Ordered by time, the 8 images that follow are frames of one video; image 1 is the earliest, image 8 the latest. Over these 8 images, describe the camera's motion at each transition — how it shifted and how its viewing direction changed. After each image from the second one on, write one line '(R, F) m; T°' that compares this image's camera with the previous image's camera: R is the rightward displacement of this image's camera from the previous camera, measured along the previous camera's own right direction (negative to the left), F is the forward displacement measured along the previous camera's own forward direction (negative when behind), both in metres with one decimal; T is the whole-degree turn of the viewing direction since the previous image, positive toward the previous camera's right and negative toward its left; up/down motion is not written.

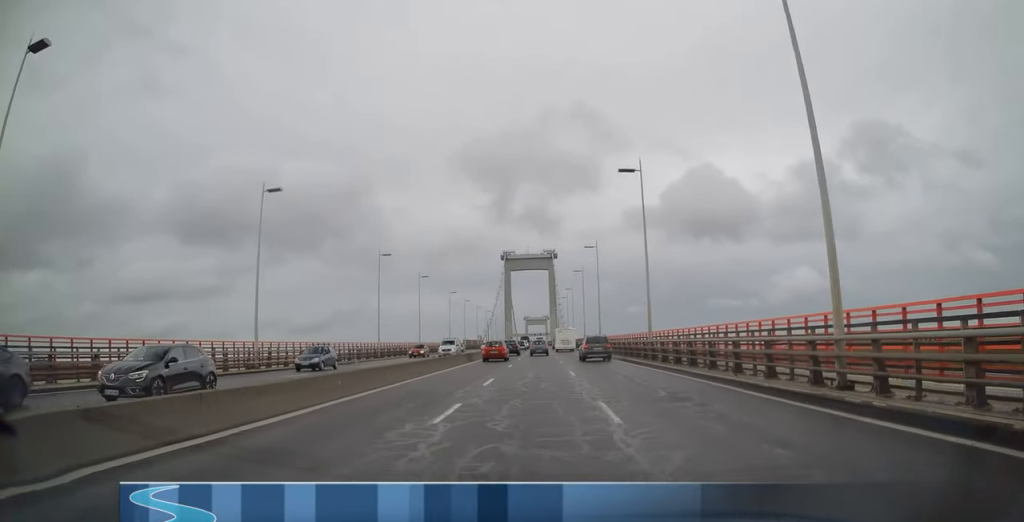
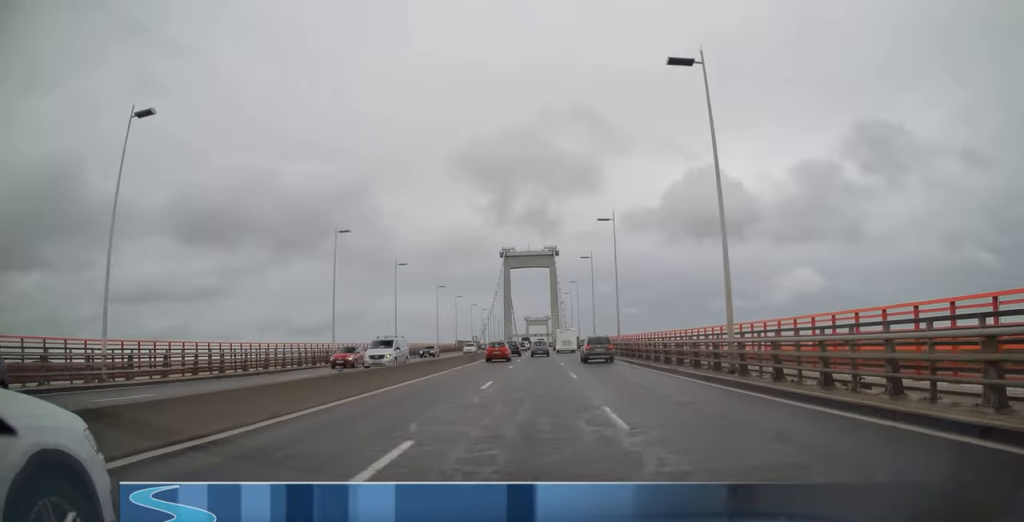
(0.0, +13.8) m; 0°
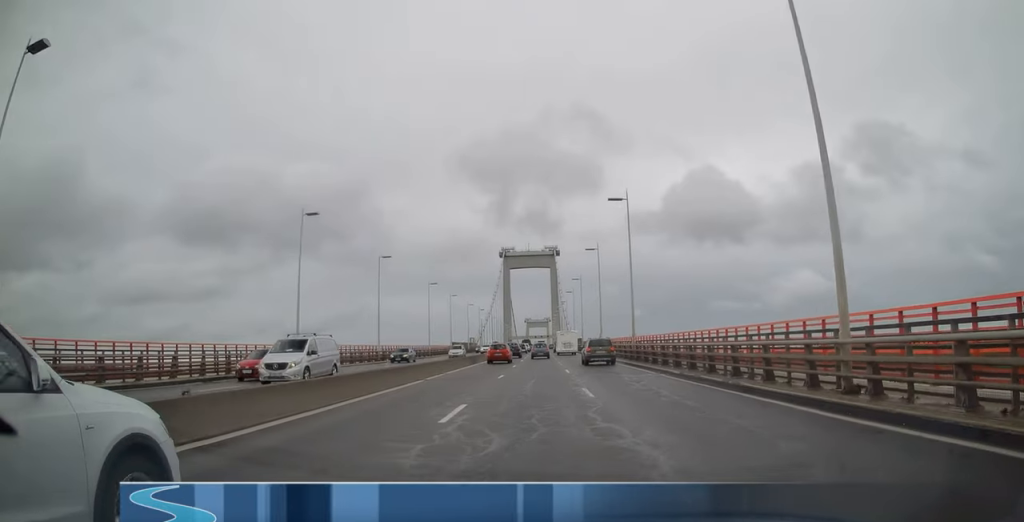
(0.0, +7.3) m; 0°
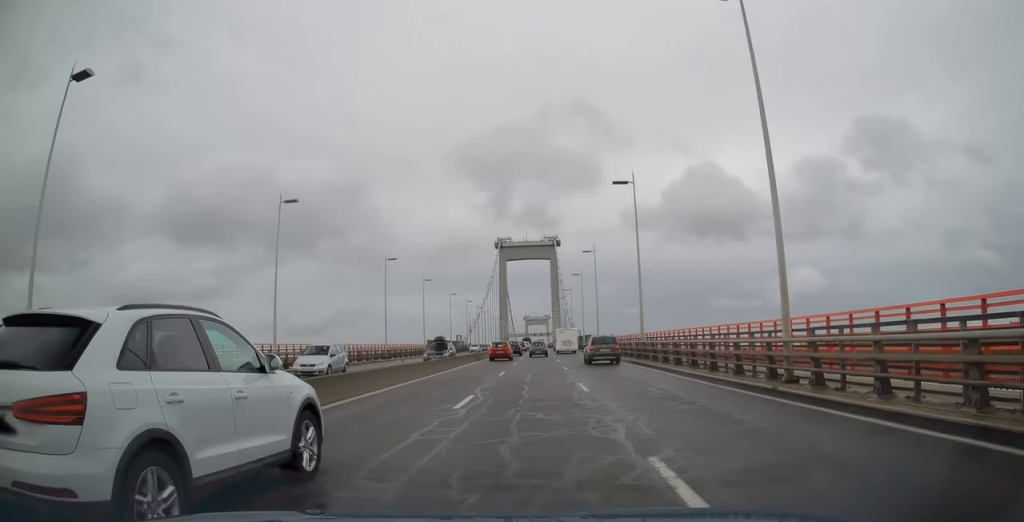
(+0.3, +24.3) m; +1°
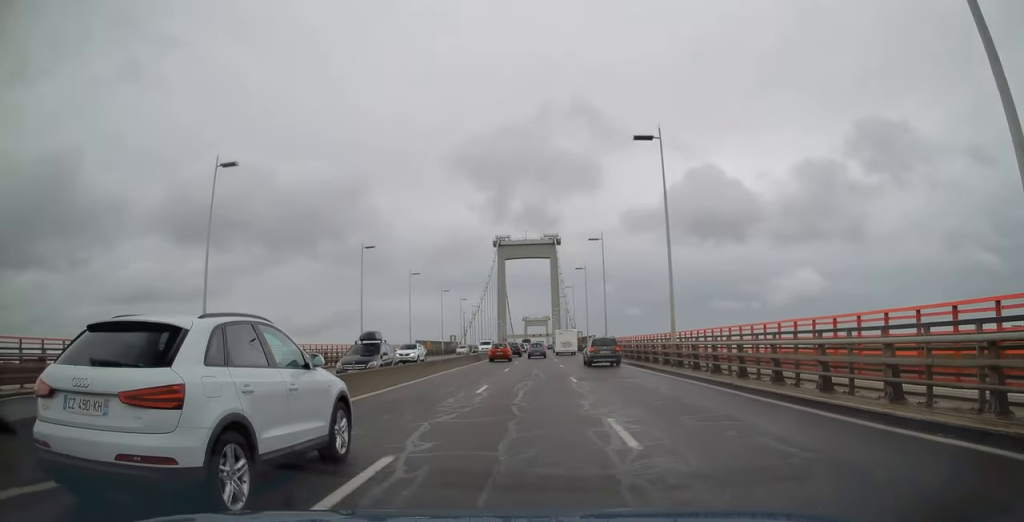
(+0.2, +8.5) m; 0°
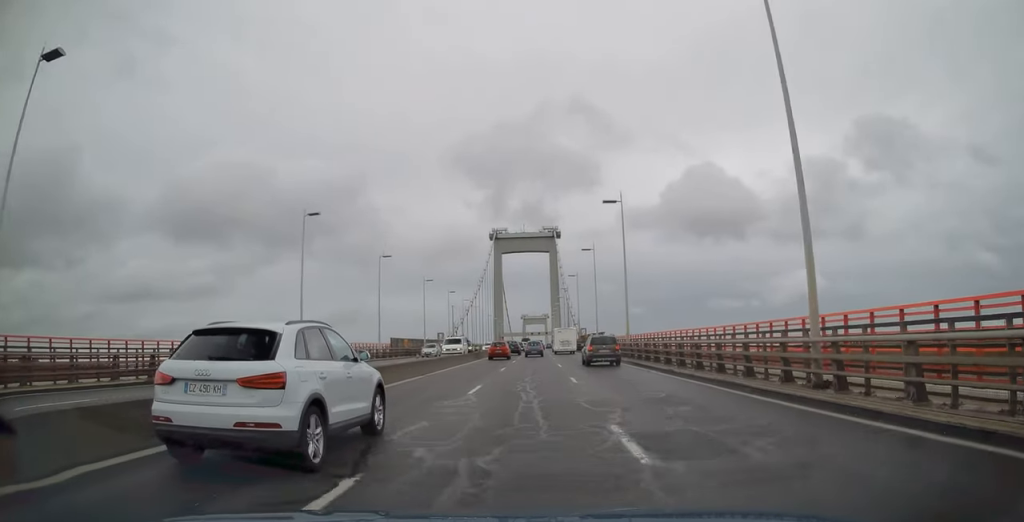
(-0.3, +14.1) m; -1°
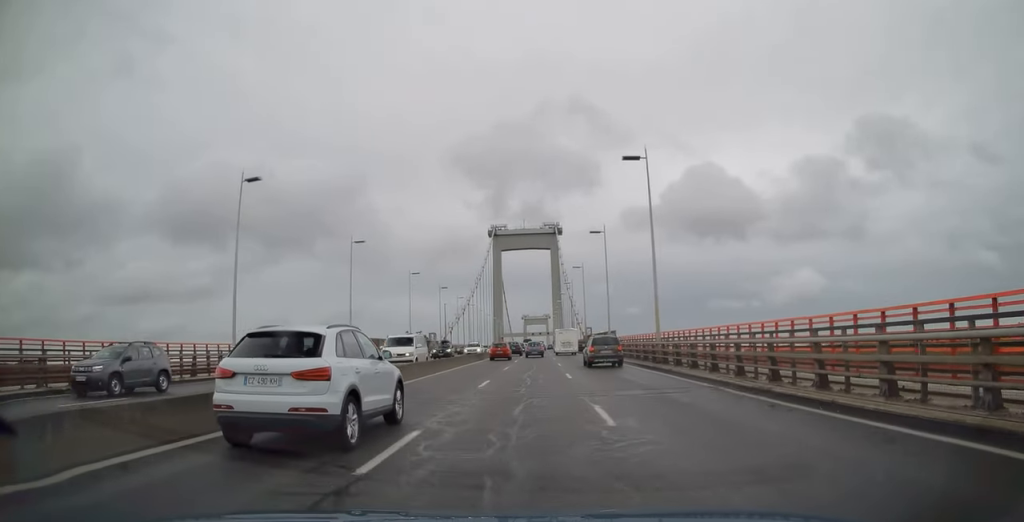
(-0.1, +9.9) m; 0°
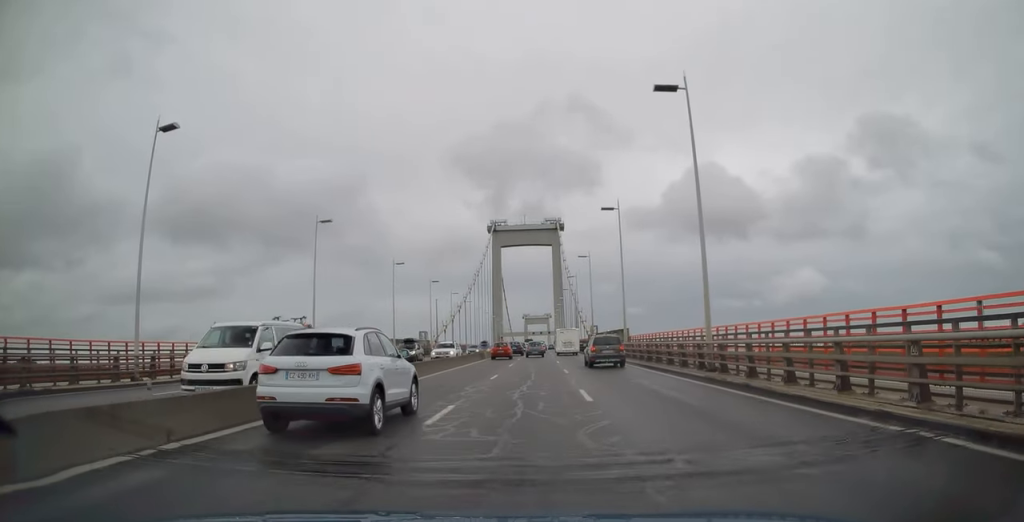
(0.0, +8.9) m; 0°
